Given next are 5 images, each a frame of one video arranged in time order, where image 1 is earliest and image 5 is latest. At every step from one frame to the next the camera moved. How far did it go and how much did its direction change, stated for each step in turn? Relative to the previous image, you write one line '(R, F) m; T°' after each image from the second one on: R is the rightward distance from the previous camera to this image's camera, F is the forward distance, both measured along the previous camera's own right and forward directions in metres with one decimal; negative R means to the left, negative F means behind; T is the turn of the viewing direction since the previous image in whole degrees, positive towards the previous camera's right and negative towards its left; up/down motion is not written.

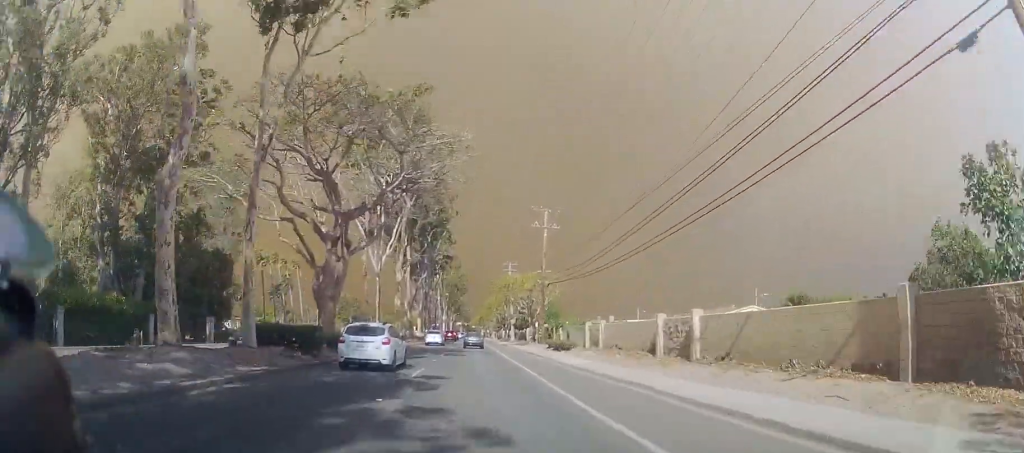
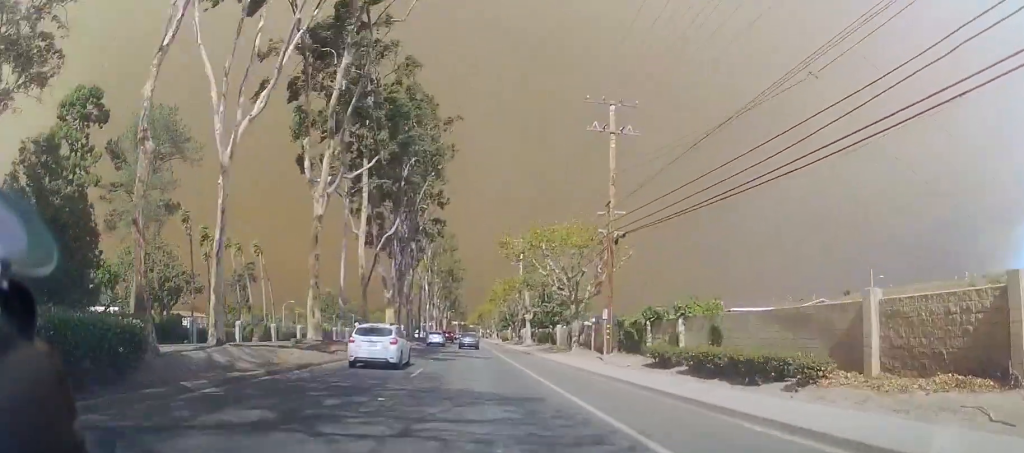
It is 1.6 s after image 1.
(+0.8, +28.8) m; +1°
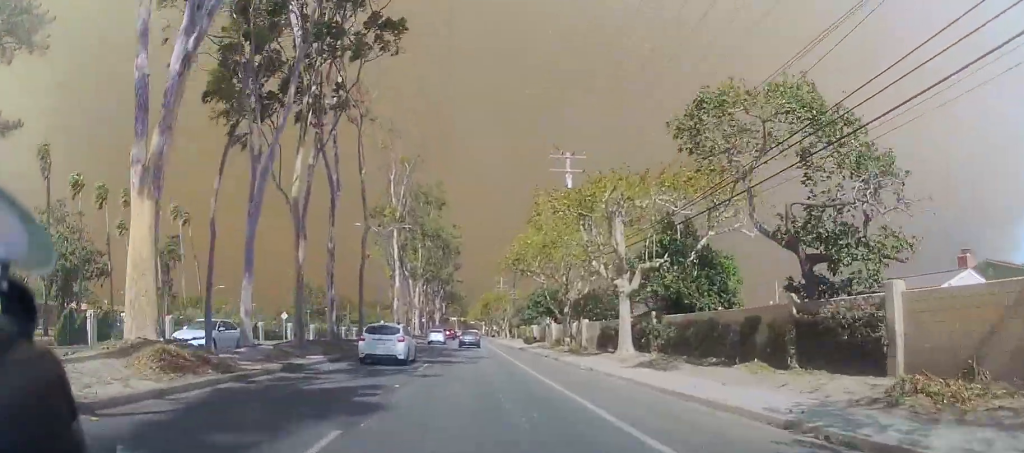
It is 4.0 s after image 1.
(+0.7, +41.5) m; -1°
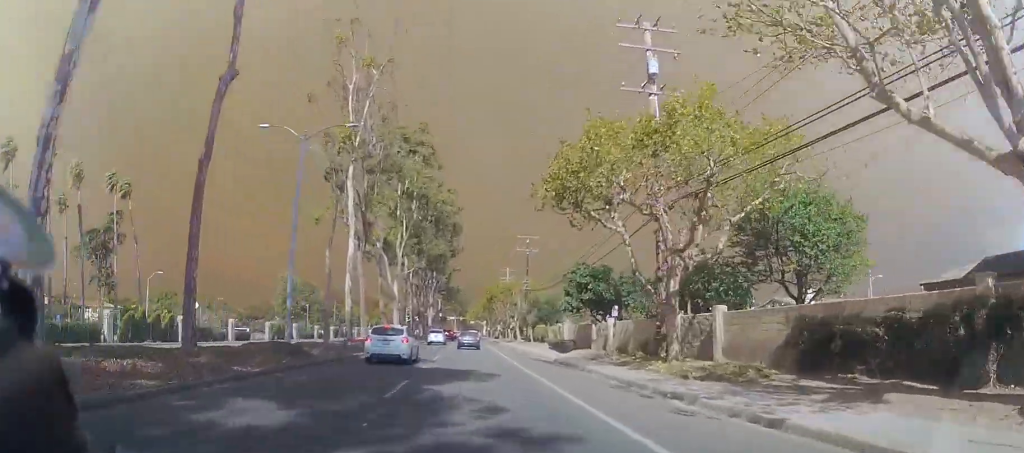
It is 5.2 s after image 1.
(-0.8, +21.5) m; -2°
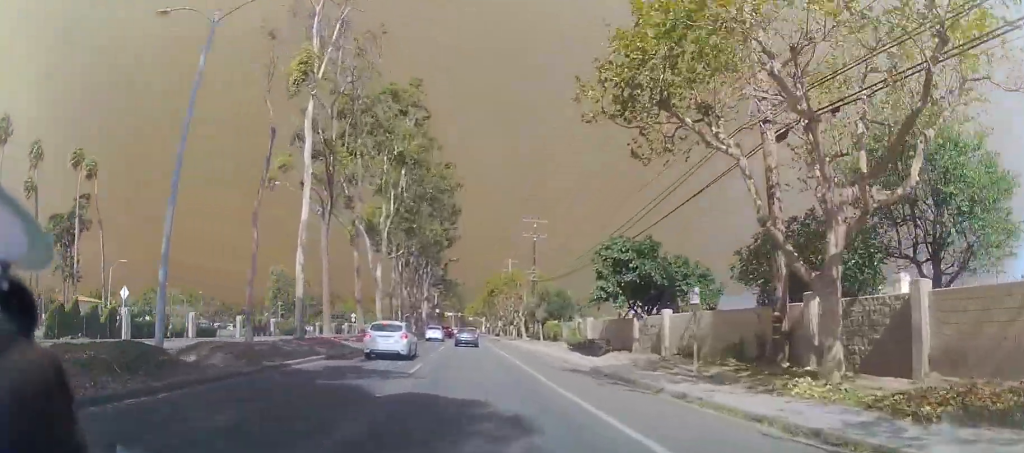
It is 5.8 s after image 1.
(-0.1, +9.6) m; 0°
